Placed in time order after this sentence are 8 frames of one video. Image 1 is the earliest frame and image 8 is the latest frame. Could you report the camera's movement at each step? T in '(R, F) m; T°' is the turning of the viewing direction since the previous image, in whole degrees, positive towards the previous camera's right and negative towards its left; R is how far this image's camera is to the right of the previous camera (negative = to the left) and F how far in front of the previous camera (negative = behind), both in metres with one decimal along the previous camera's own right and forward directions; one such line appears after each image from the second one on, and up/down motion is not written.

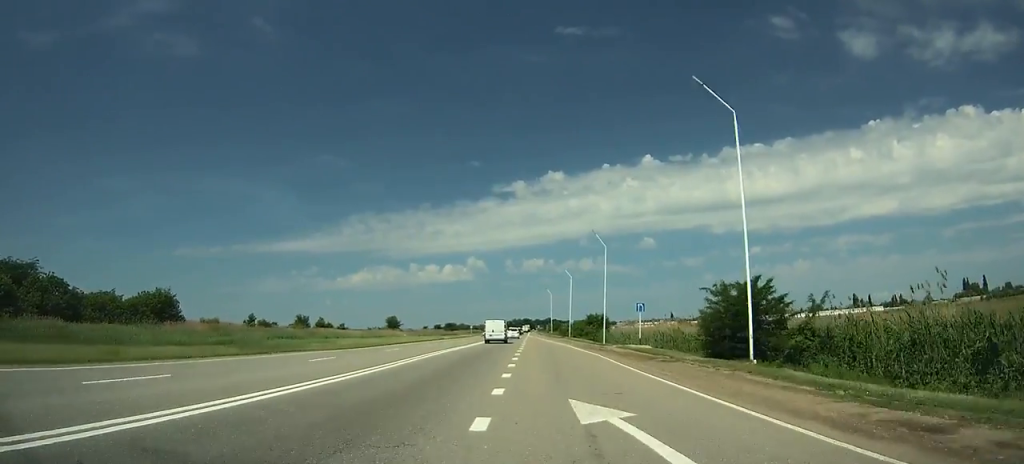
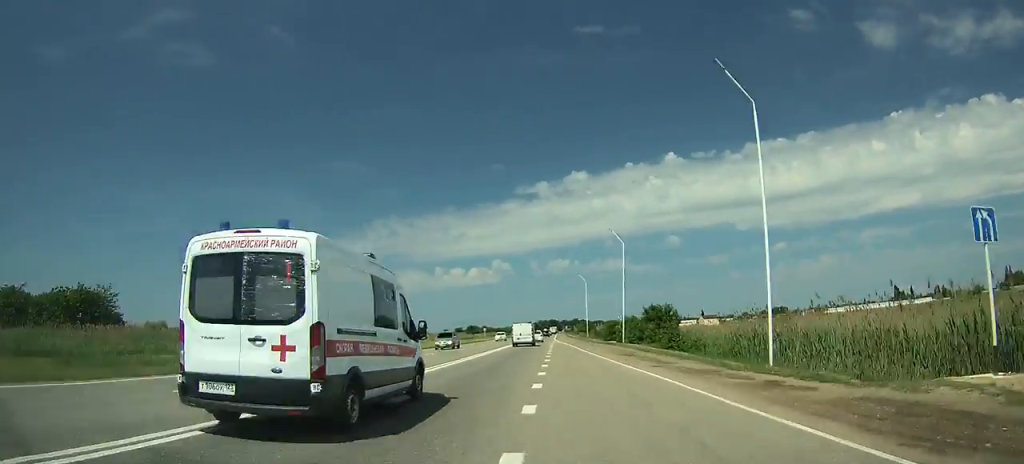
(-0.3, +34.4) m; -1°
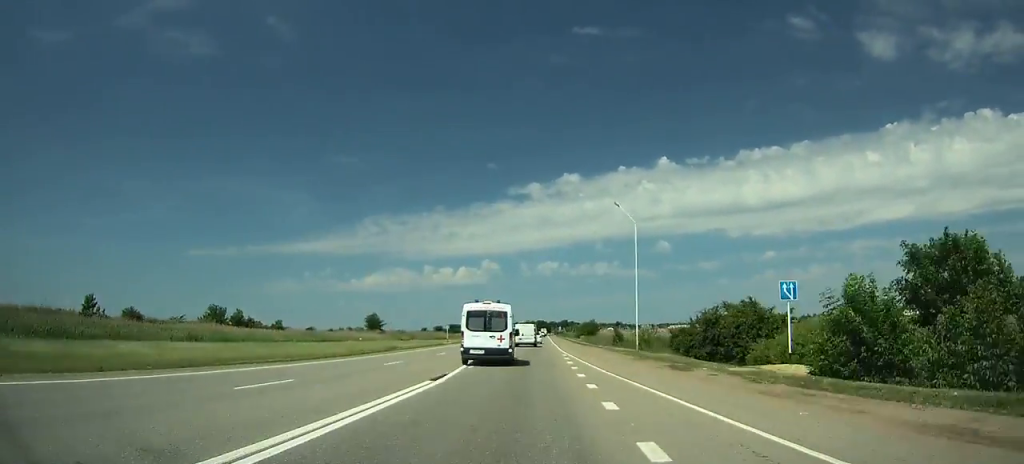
(-0.4, +49.6) m; 0°
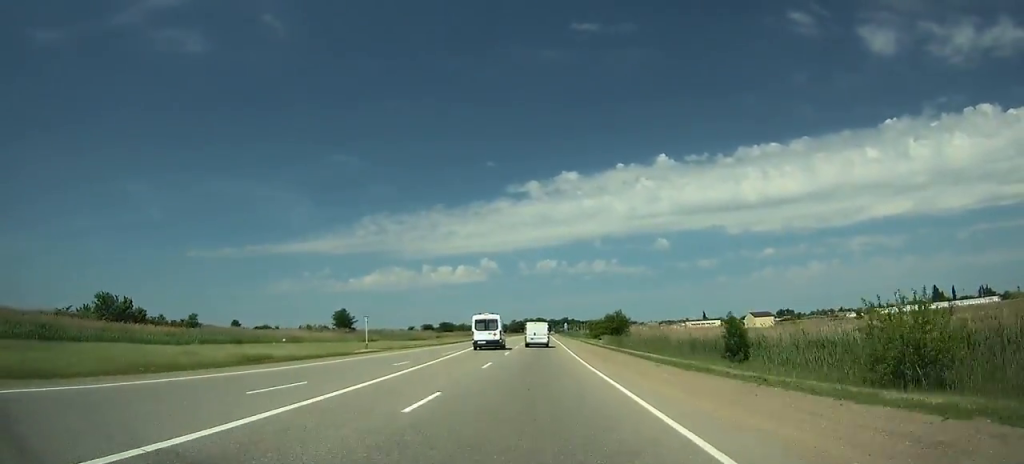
(0.0, +48.6) m; 0°
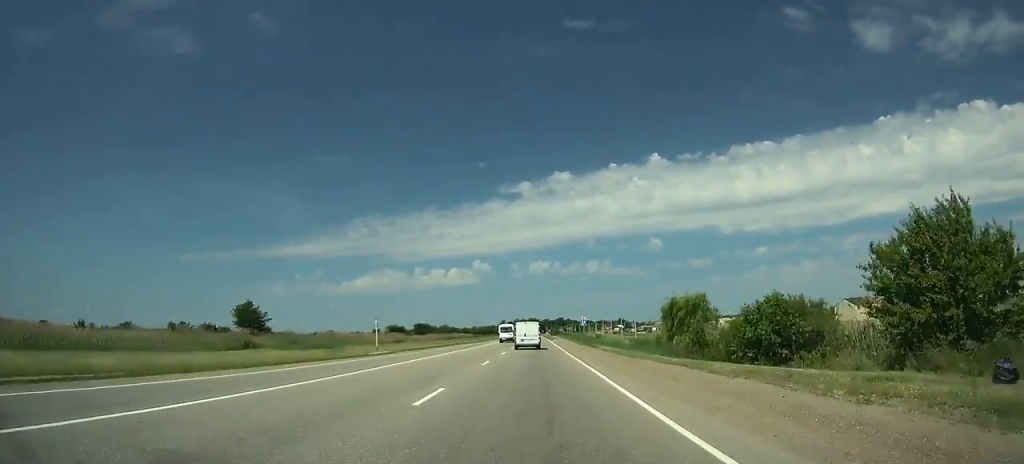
(+0.4, +89.5) m; 0°
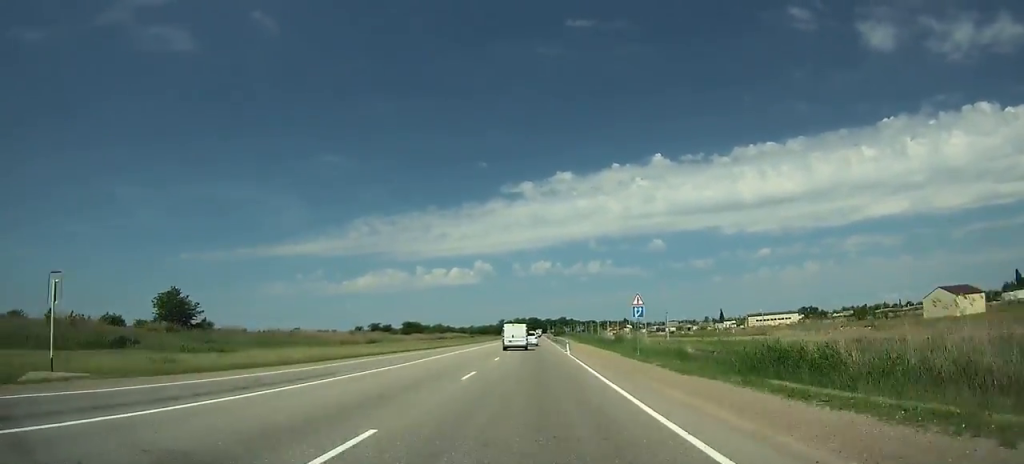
(+0.1, +43.4) m; 0°
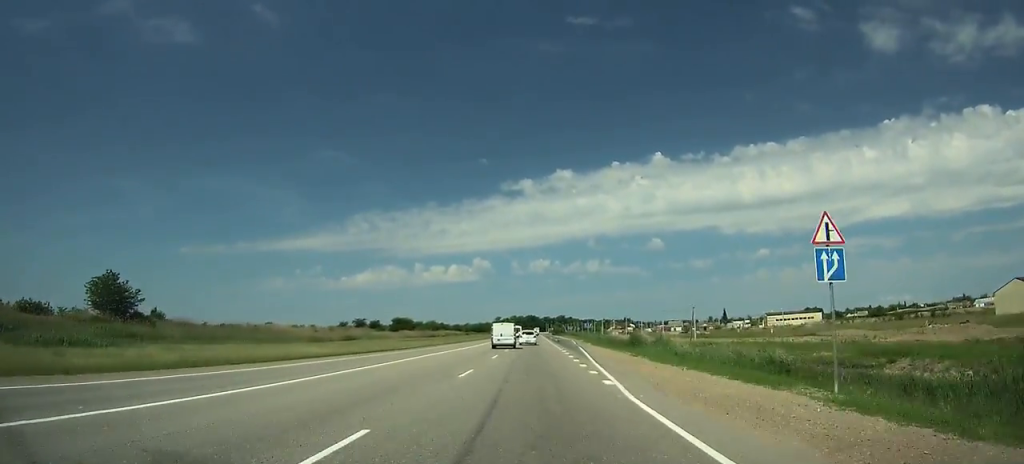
(0.0, +25.7) m; 0°
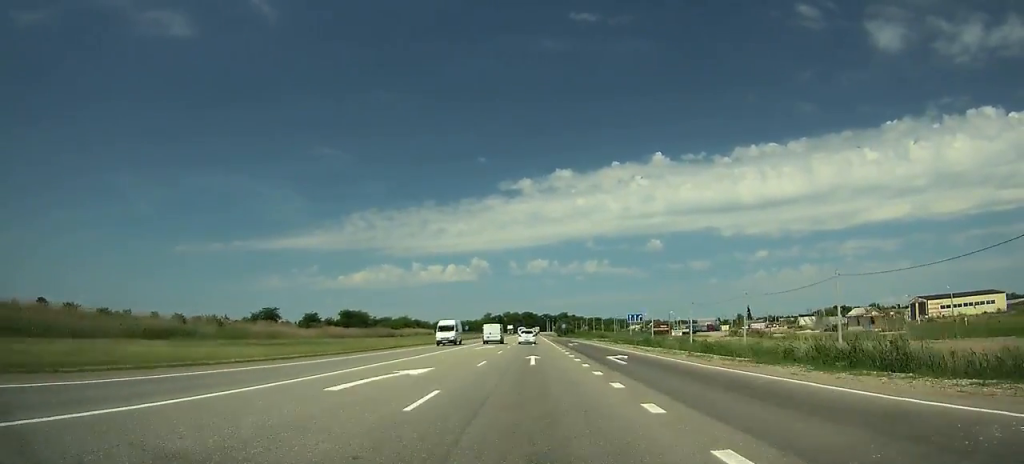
(+0.2, +104.9) m; 0°
